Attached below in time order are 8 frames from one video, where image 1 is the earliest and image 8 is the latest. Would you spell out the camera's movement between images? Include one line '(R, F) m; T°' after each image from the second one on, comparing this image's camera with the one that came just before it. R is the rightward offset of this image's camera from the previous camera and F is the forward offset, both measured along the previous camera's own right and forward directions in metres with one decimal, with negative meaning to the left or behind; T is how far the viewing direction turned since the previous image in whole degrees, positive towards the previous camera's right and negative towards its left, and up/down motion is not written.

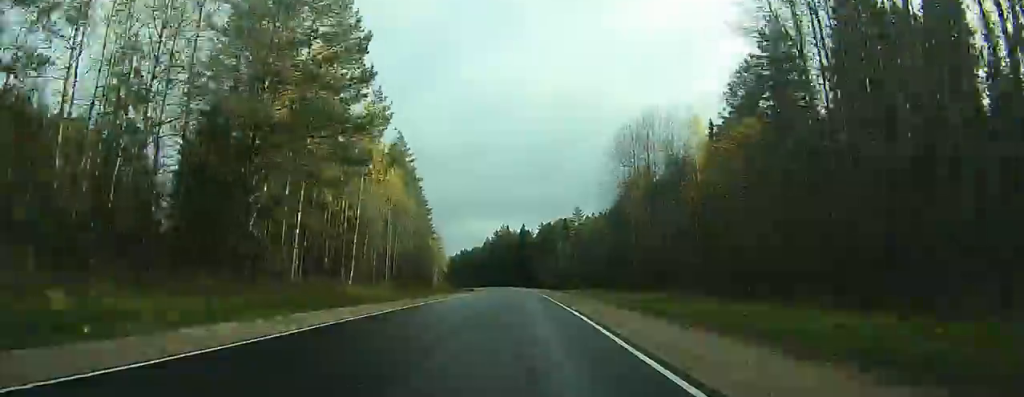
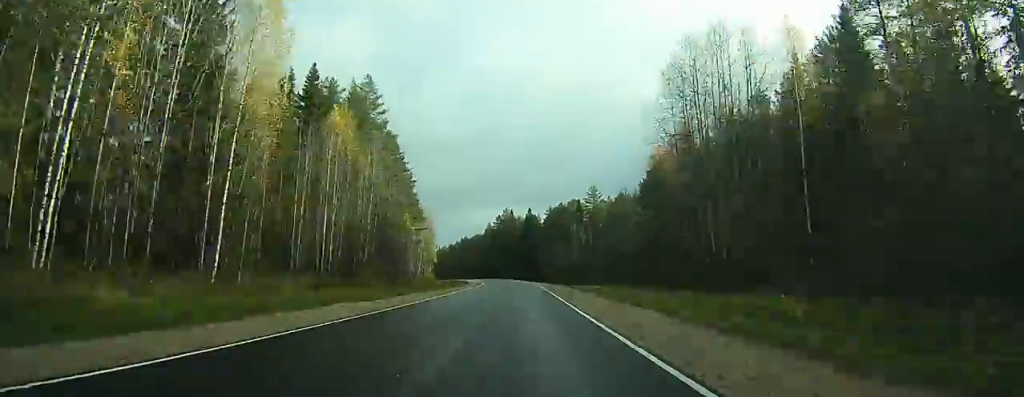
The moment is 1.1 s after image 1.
(-0.2, +27.2) m; -1°
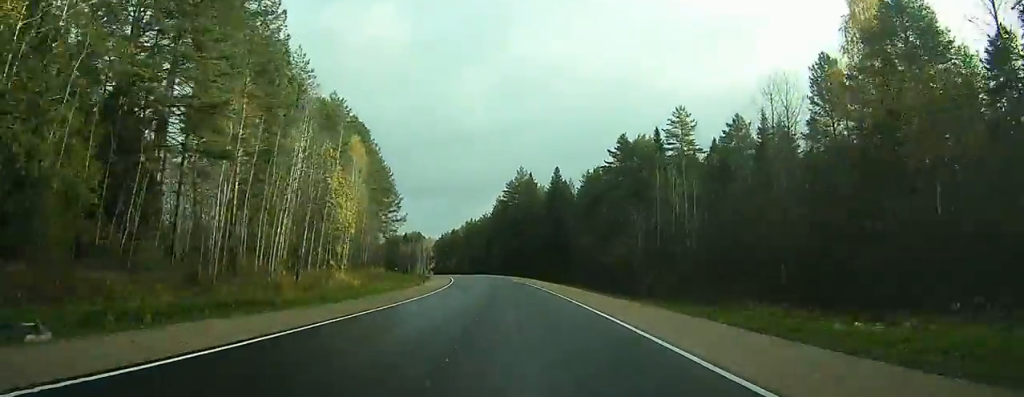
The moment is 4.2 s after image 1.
(-1.9, +71.6) m; -4°
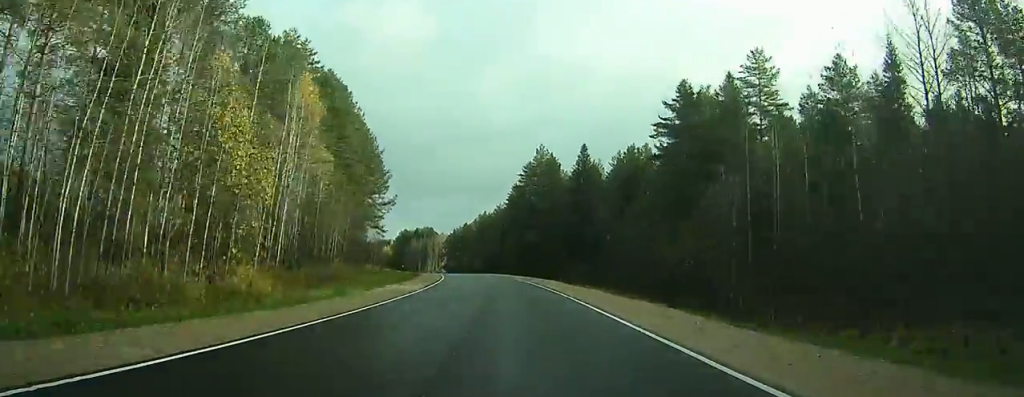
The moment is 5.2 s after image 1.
(-0.5, +22.6) m; -1°
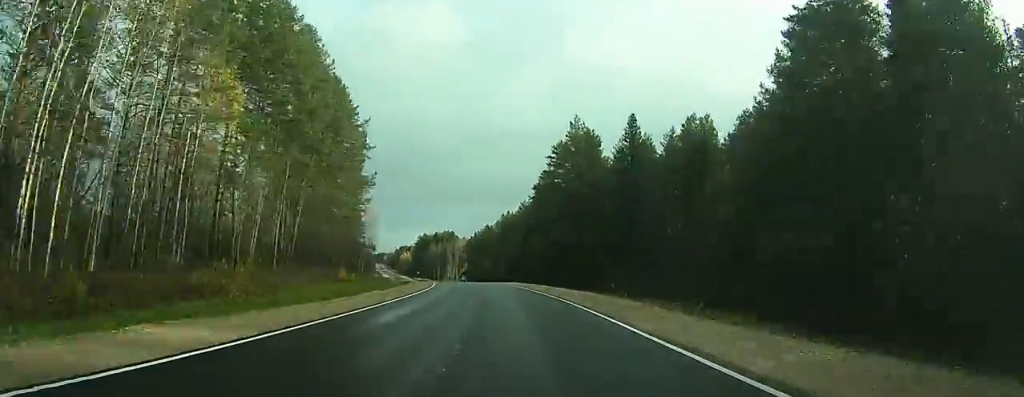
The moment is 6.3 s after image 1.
(-0.3, +25.5) m; -1°
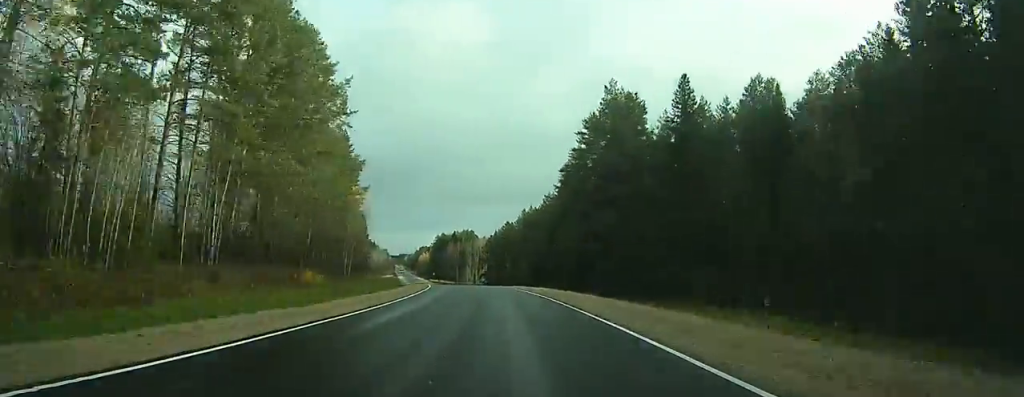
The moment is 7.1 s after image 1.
(-0.3, +17.9) m; -2°
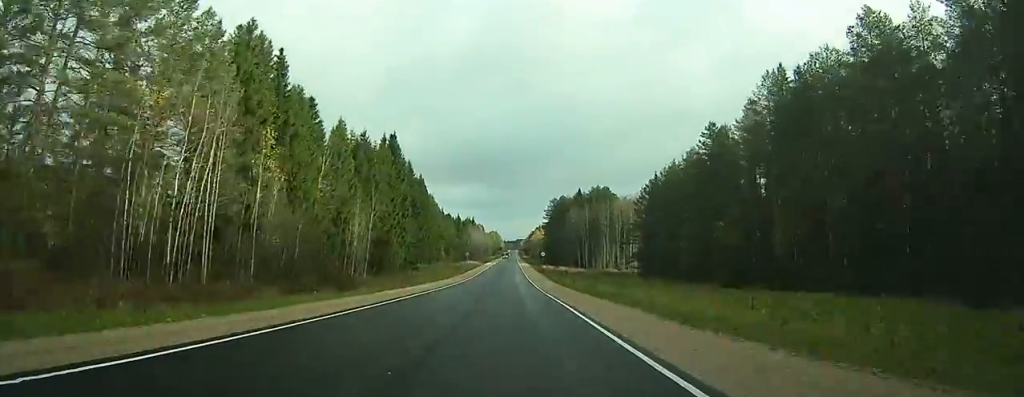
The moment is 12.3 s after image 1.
(-11.5, +114.7) m; -11°
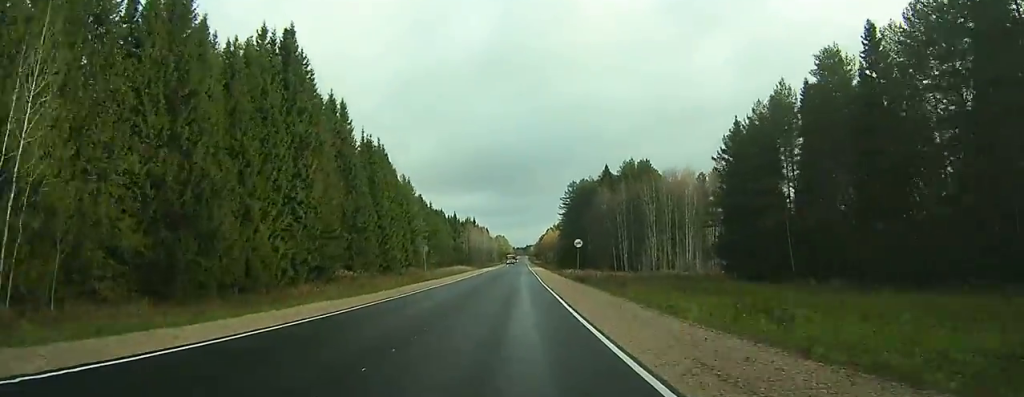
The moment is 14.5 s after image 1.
(-1.3, +51.6) m; -2°
